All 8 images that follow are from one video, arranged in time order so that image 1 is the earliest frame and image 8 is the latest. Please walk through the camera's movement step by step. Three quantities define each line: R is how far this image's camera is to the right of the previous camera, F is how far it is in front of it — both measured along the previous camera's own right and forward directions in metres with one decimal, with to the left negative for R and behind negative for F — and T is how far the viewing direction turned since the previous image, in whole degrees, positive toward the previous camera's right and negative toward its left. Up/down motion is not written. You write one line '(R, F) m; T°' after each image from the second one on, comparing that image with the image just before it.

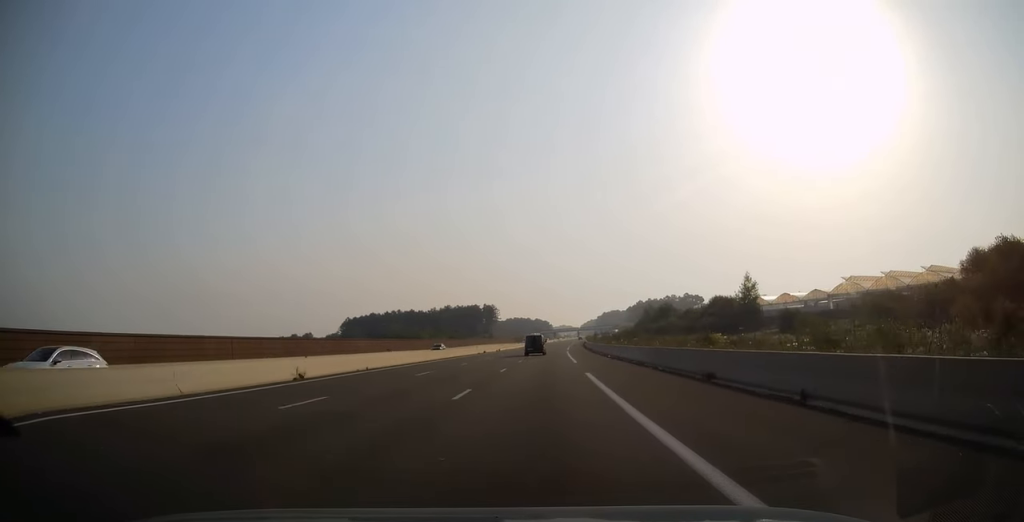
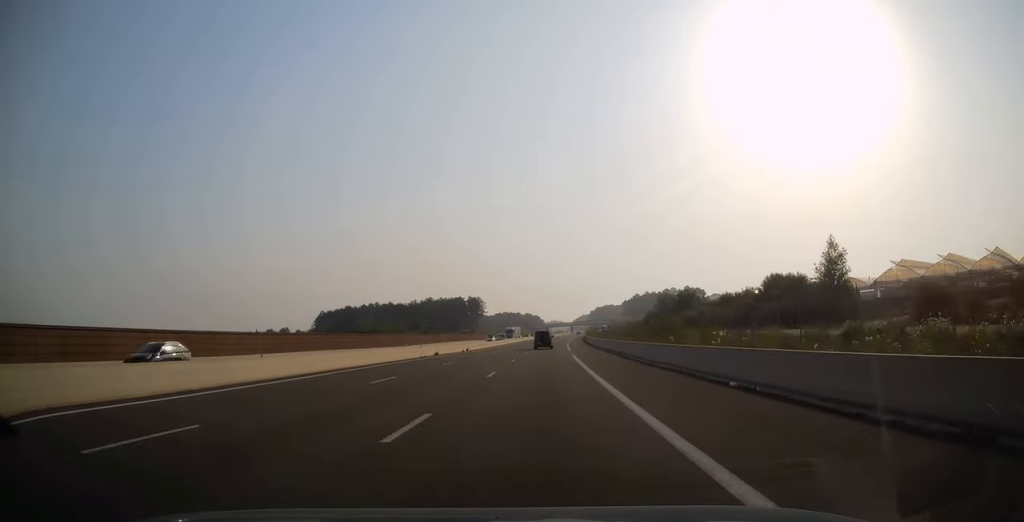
(+0.4, +32.3) m; +1°
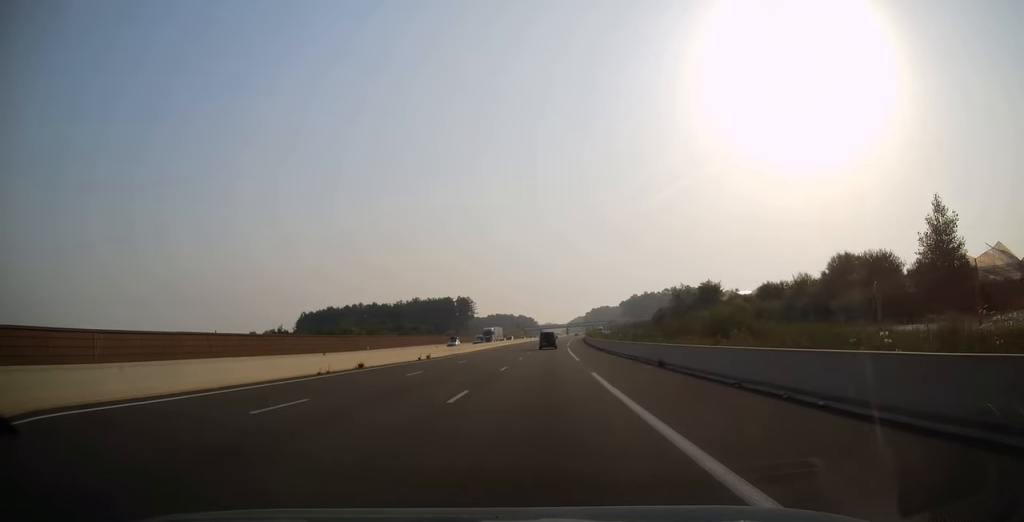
(+0.1, +21.1) m; 0°
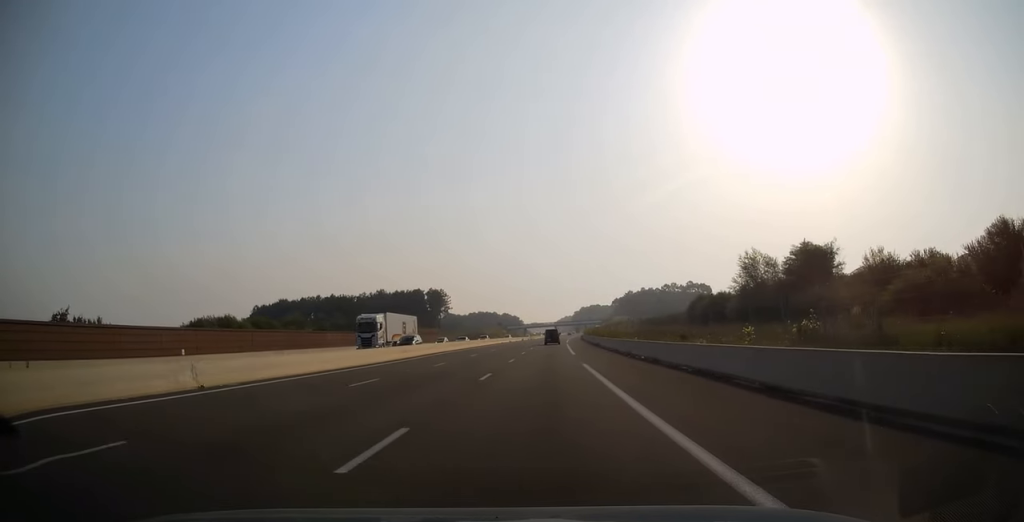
(+0.2, +46.3) m; +1°
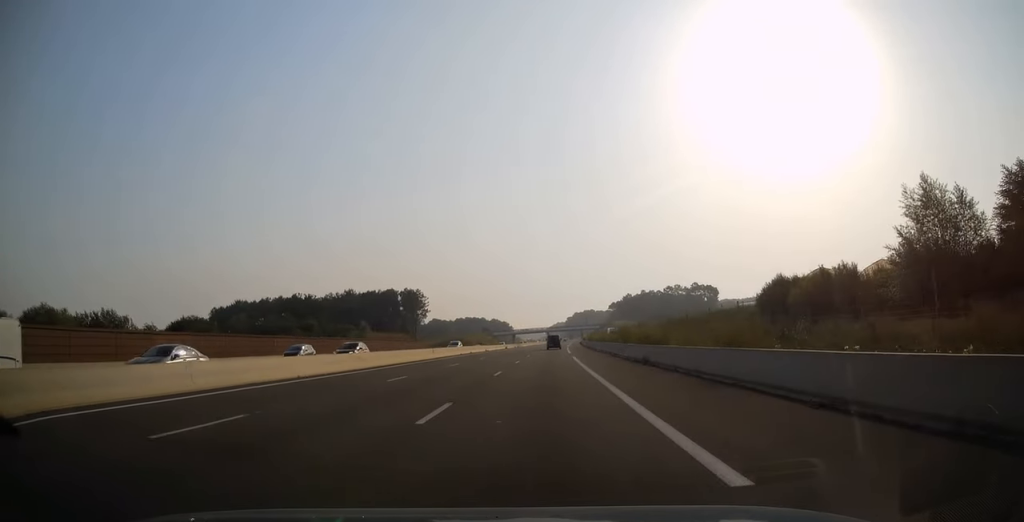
(+0.2, +35.5) m; +1°
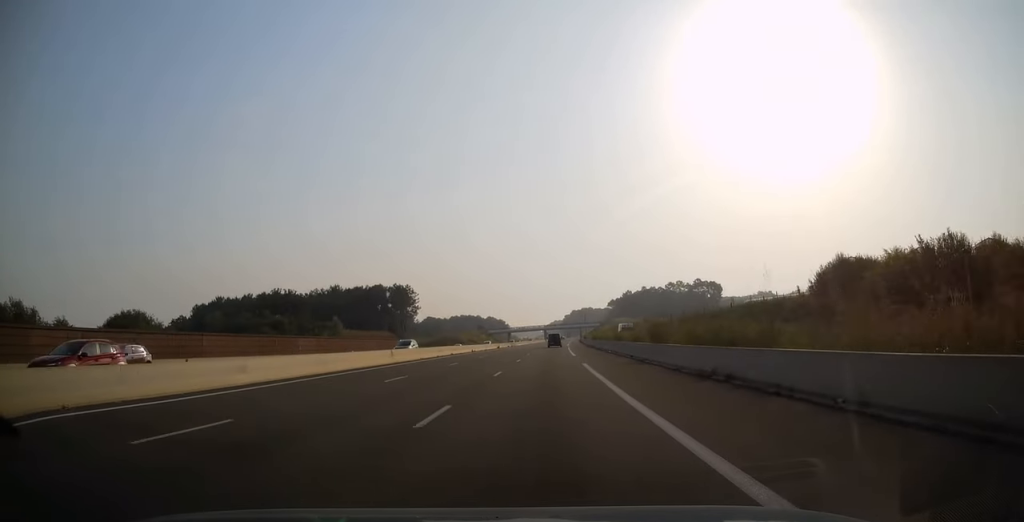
(+0.1, +13.7) m; +1°
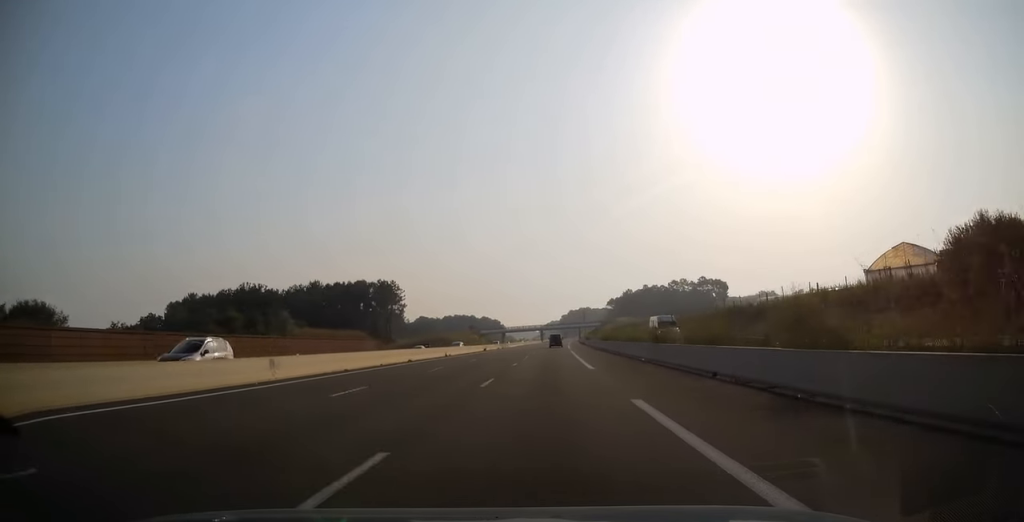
(+0.2, +18.1) m; +1°
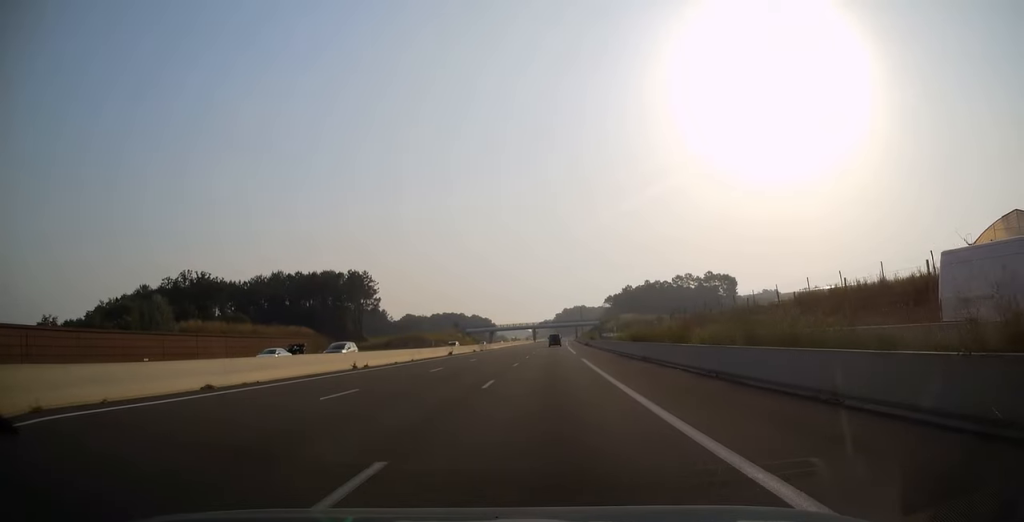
(+0.2, +26.9) m; 0°
